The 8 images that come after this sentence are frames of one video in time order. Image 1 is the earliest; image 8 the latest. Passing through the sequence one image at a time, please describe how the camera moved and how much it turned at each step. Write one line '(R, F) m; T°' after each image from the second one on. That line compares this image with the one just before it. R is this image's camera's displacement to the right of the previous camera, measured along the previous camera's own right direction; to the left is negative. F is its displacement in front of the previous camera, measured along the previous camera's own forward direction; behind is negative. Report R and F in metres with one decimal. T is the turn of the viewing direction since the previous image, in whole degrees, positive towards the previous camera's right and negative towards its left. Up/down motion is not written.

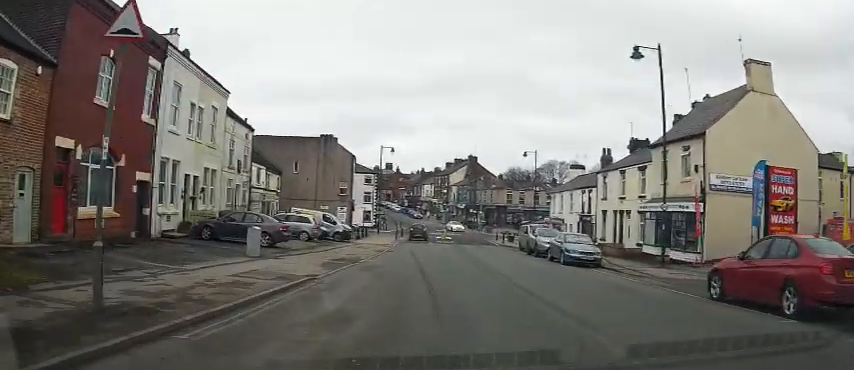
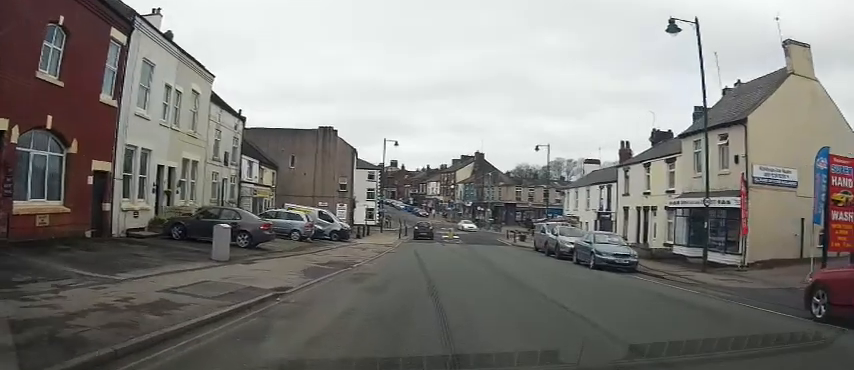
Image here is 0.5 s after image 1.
(-0.2, +3.4) m; +2°
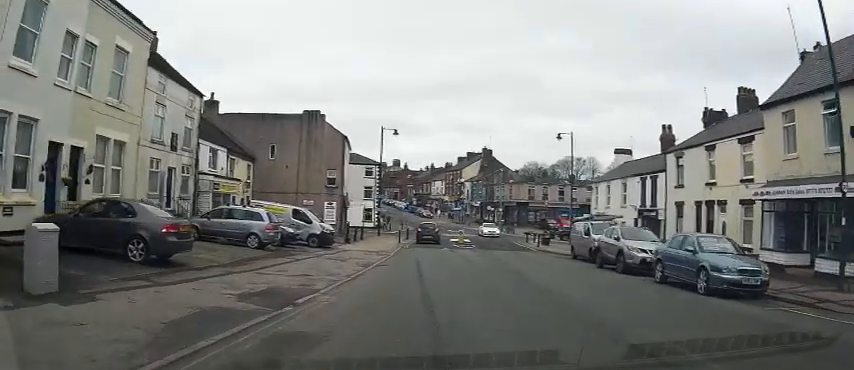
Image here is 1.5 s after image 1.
(+0.3, +7.8) m; +4°
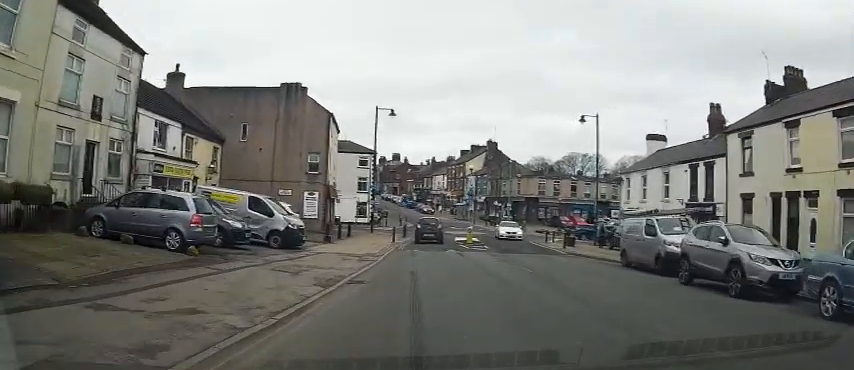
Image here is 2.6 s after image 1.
(+0.1, +7.1) m; -3°
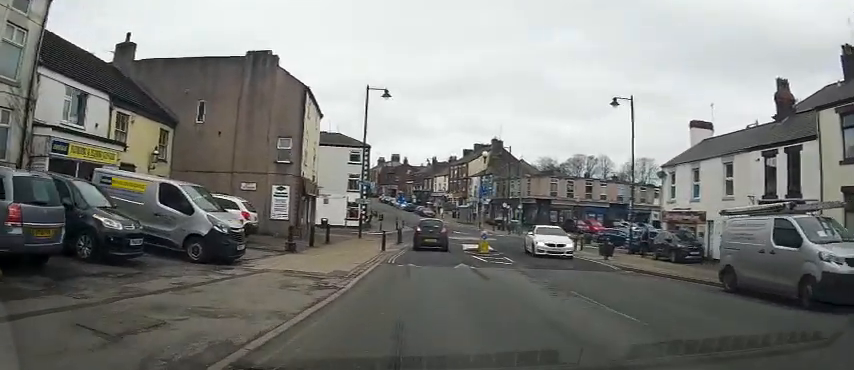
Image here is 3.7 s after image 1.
(-0.5, +7.1) m; -6°
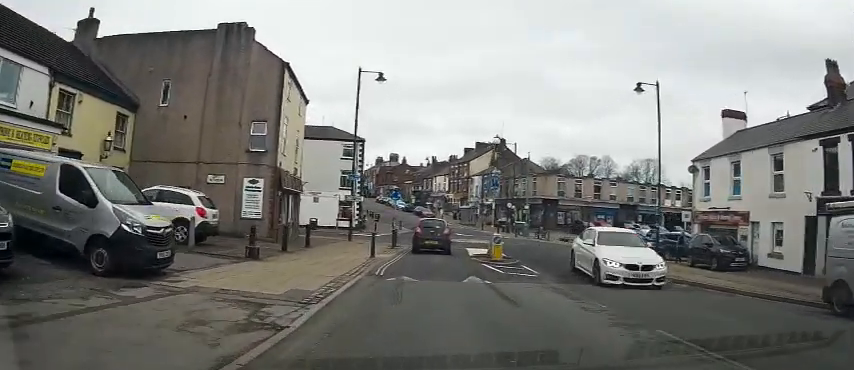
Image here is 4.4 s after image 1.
(-0.1, +4.2) m; +1°
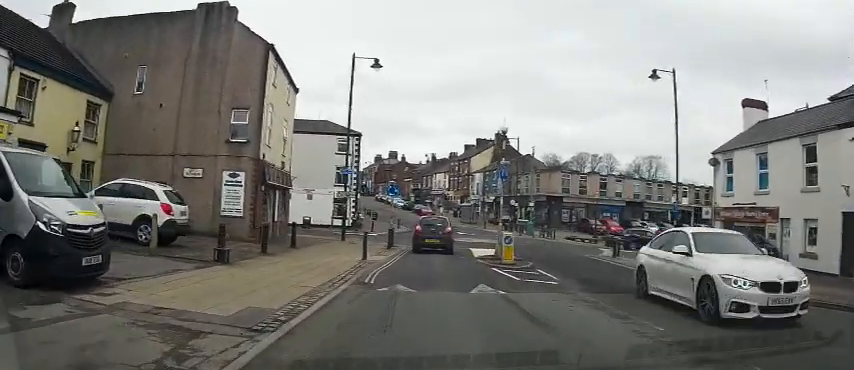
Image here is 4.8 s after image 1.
(-0.1, +2.4) m; +2°
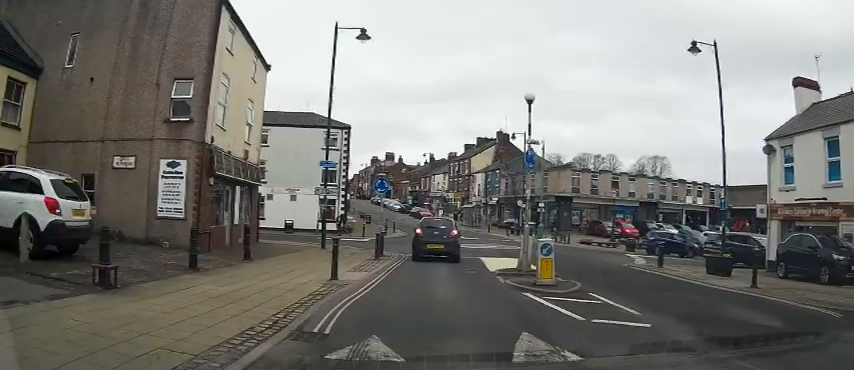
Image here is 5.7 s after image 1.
(+0.3, +4.6) m; +1°
